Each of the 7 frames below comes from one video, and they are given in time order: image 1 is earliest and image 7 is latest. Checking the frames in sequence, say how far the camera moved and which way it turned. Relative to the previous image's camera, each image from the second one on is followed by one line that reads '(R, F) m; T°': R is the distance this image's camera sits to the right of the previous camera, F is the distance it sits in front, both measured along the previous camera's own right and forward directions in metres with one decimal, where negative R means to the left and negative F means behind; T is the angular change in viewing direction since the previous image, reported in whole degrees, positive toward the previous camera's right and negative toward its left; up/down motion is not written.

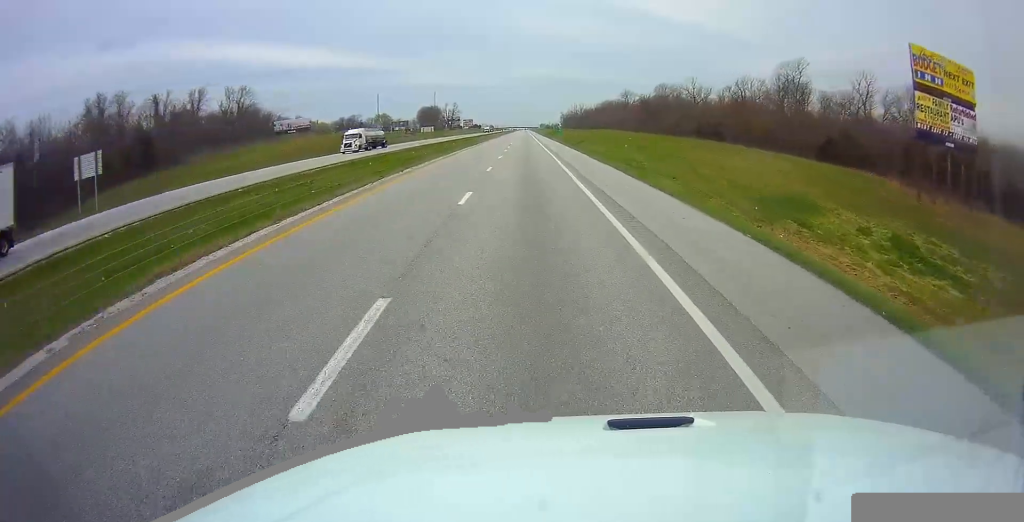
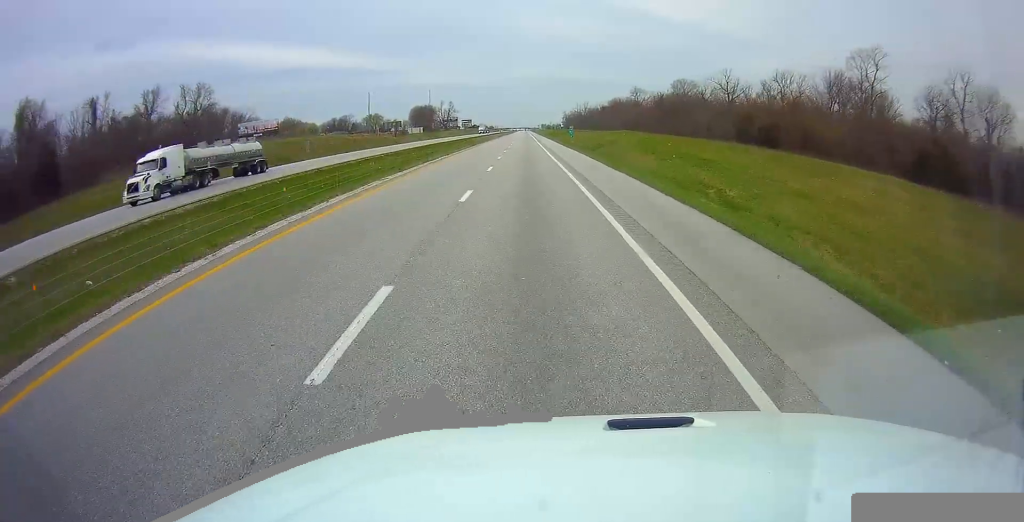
(0.0, +23.5) m; 0°
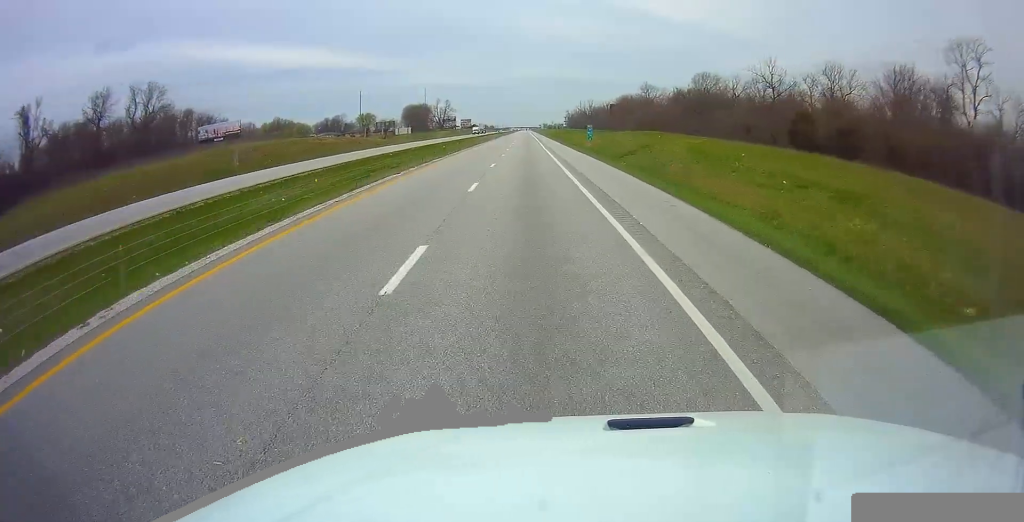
(0.0, +21.5) m; 0°
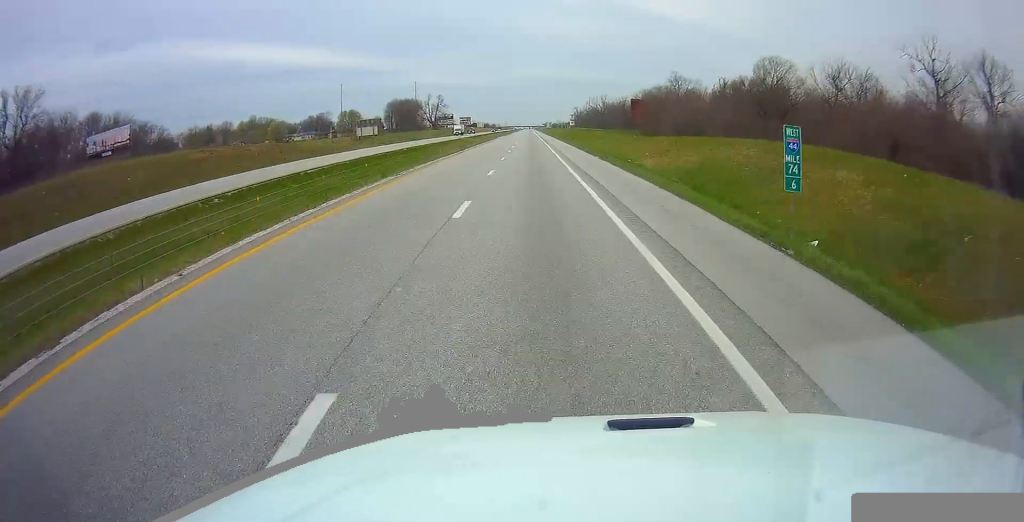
(-0.1, +42.1) m; 0°
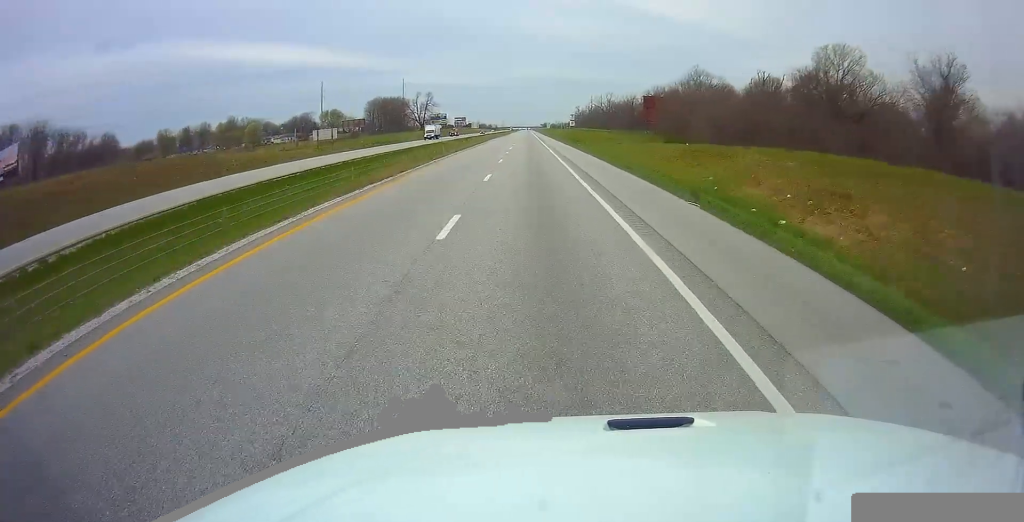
(+0.1, +26.7) m; 0°
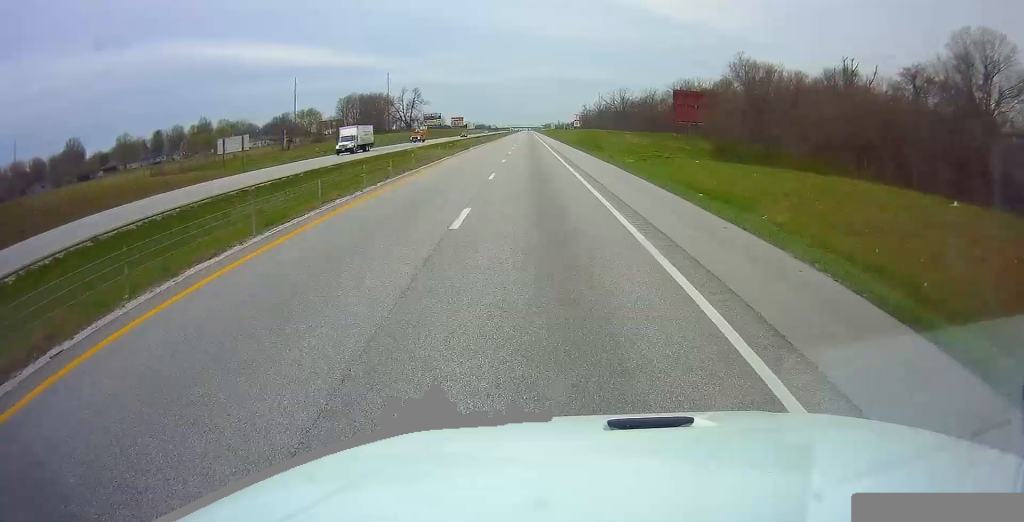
(-0.1, +35.0) m; 0°
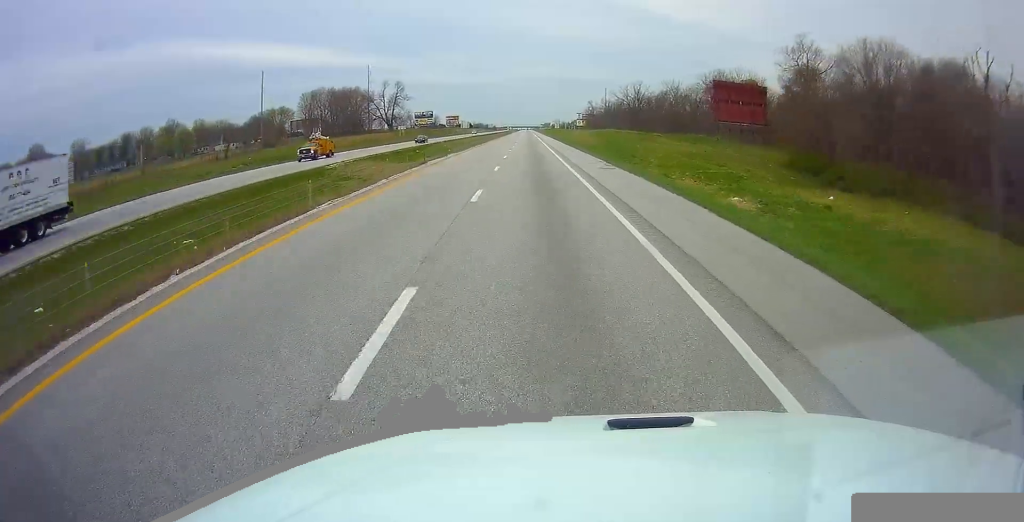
(+0.2, +32.0) m; +1°
